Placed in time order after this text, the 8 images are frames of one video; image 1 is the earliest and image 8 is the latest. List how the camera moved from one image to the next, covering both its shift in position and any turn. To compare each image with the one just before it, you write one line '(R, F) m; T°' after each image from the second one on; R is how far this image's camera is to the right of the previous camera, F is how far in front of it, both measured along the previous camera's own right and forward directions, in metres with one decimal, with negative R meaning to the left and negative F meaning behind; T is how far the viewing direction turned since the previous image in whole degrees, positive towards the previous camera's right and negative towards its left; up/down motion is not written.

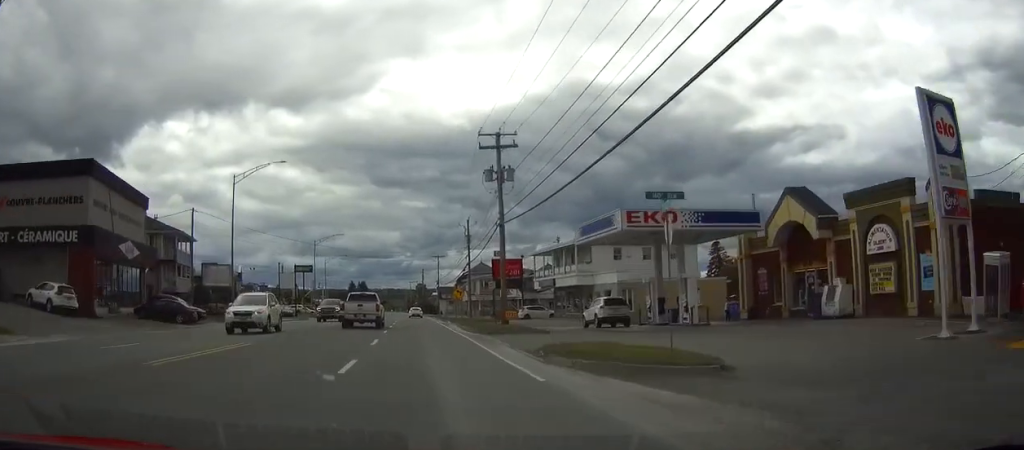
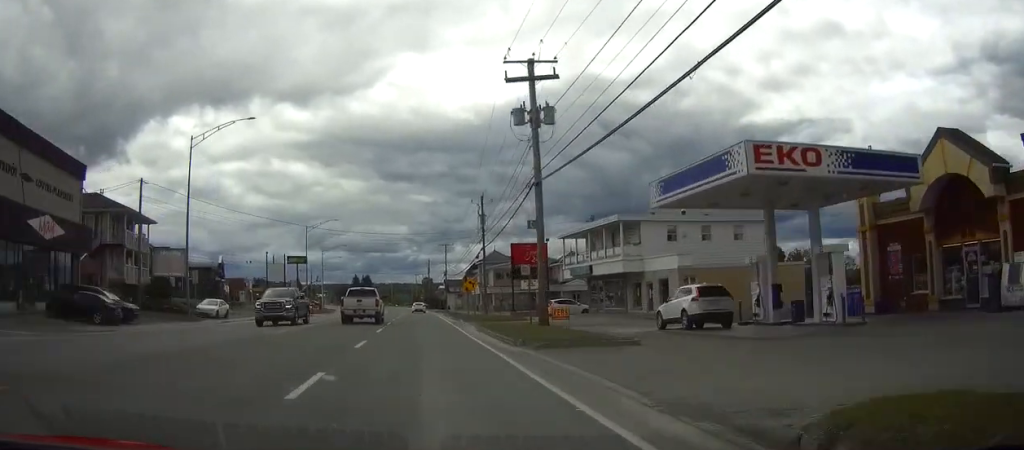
(-0.2, +12.6) m; -1°
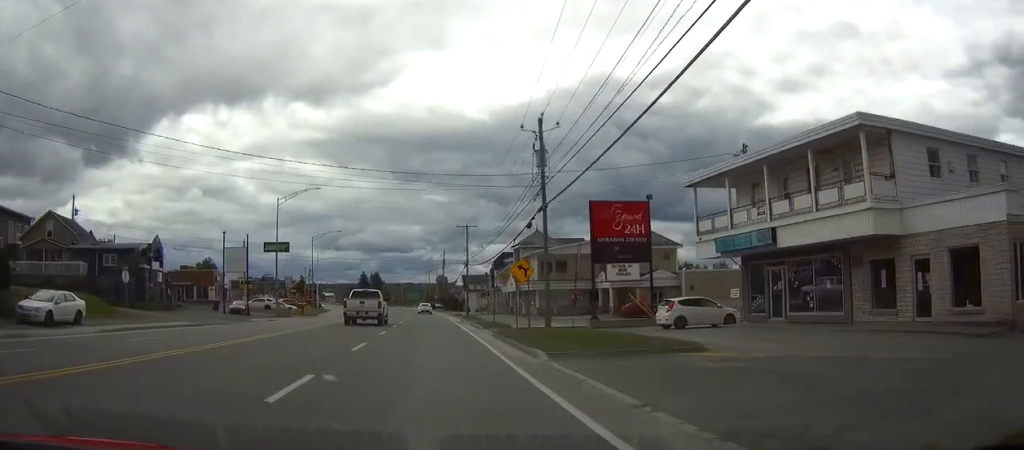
(-0.1, +27.3) m; -1°
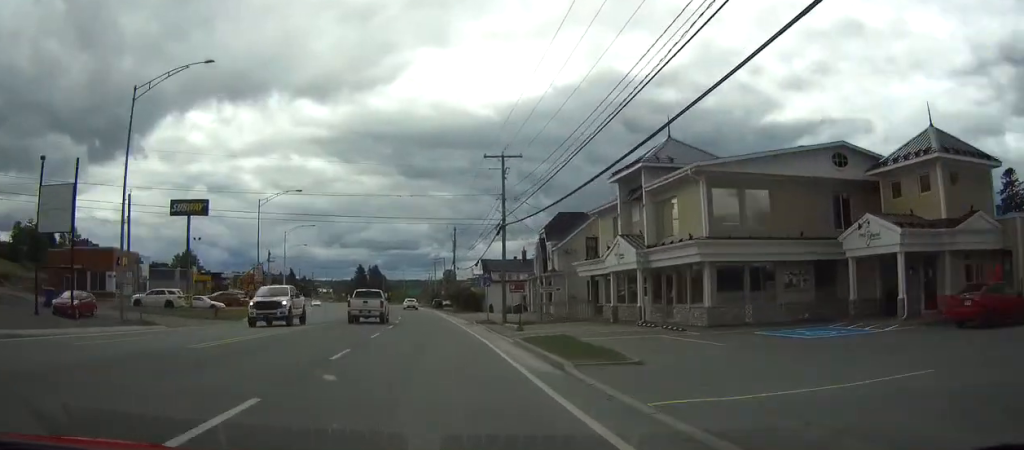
(-0.4, +38.7) m; -1°
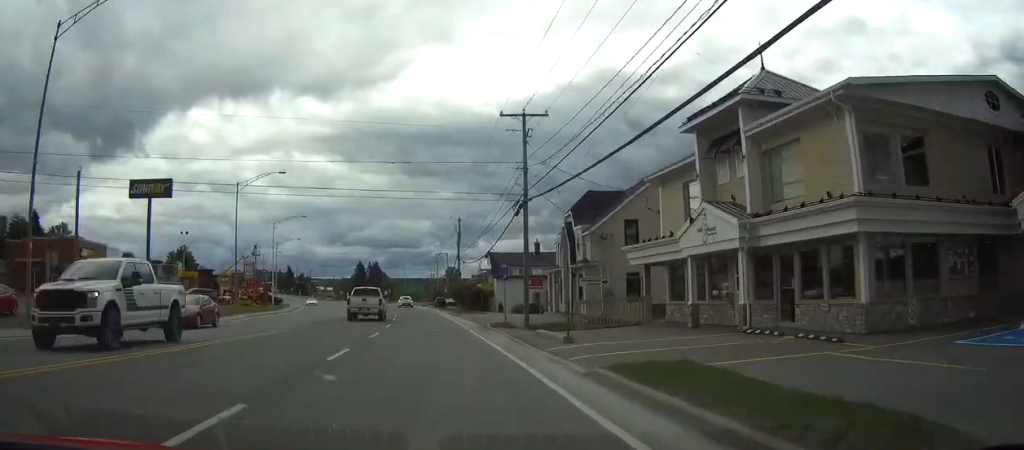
(0.0, +9.6) m; 0°
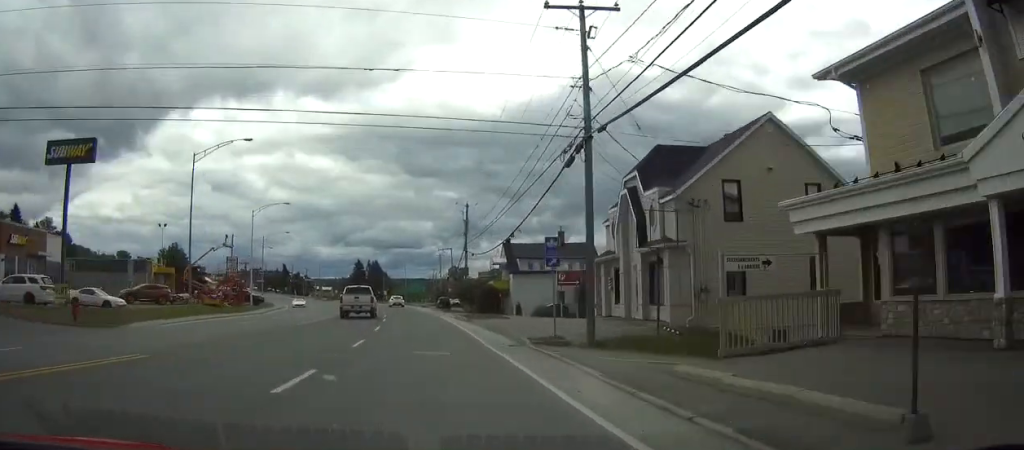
(0.0, +13.8) m; 0°
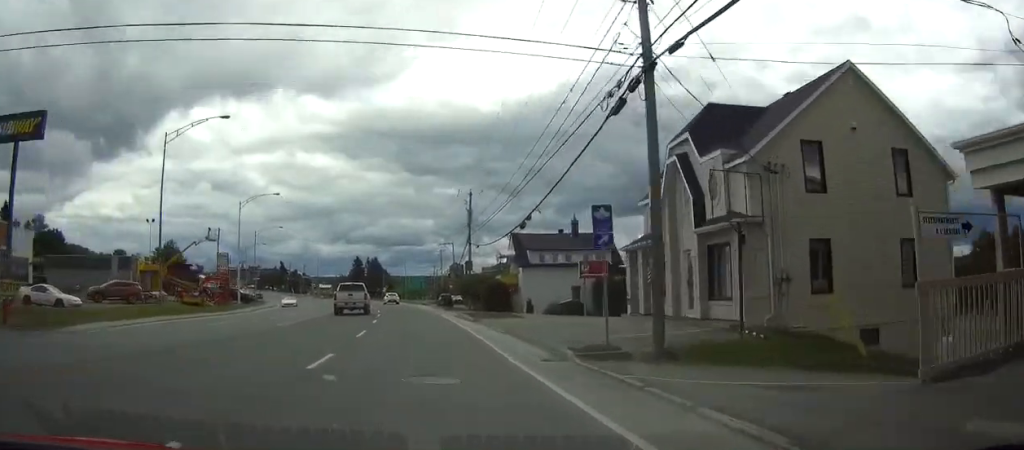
(0.0, +6.4) m; 0°
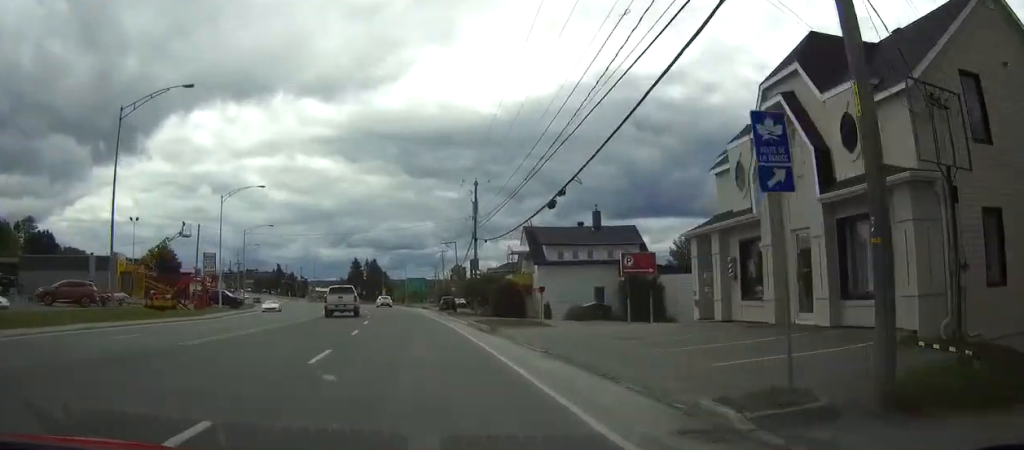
(0.0, +8.0) m; 0°
